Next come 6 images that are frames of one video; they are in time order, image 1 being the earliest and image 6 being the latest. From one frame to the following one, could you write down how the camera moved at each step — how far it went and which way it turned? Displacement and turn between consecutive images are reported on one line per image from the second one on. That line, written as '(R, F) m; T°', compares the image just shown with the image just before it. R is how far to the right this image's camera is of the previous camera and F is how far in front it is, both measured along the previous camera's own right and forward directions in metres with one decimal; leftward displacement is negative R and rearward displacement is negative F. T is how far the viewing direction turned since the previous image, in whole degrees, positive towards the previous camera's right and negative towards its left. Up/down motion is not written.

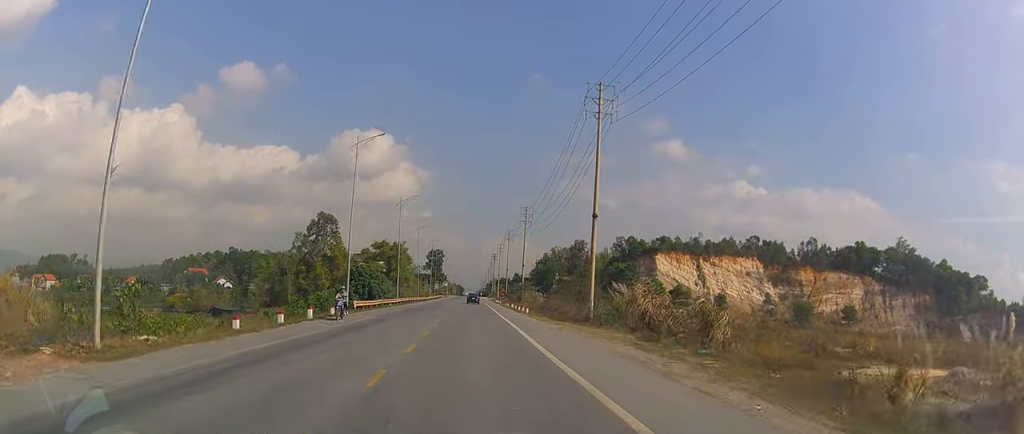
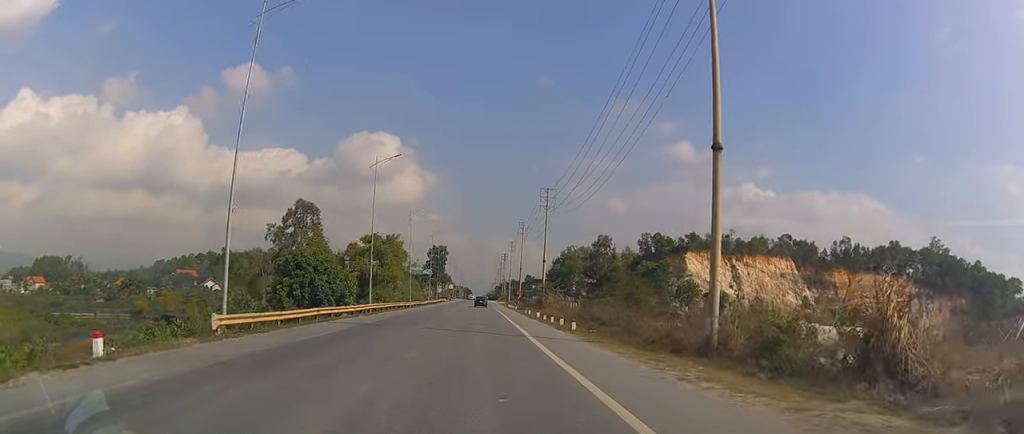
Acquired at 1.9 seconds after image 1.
(+0.1, +23.5) m; 0°
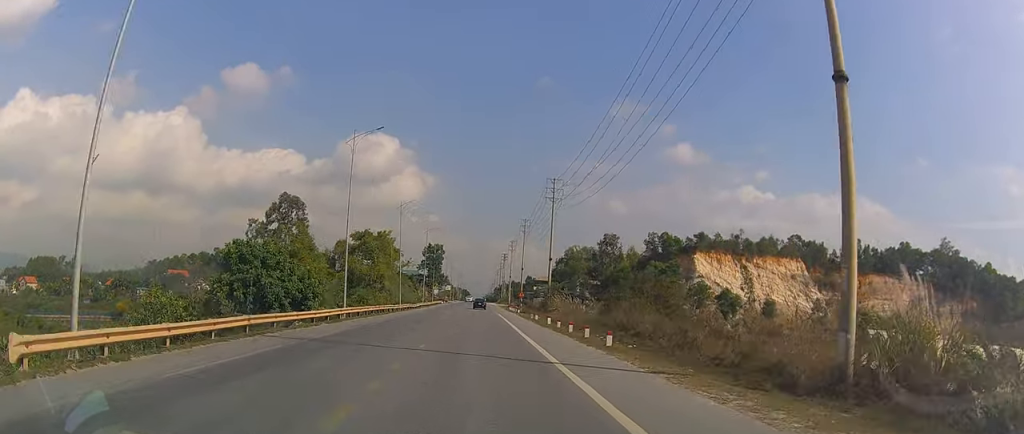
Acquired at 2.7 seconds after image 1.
(+0.2, +9.4) m; 0°
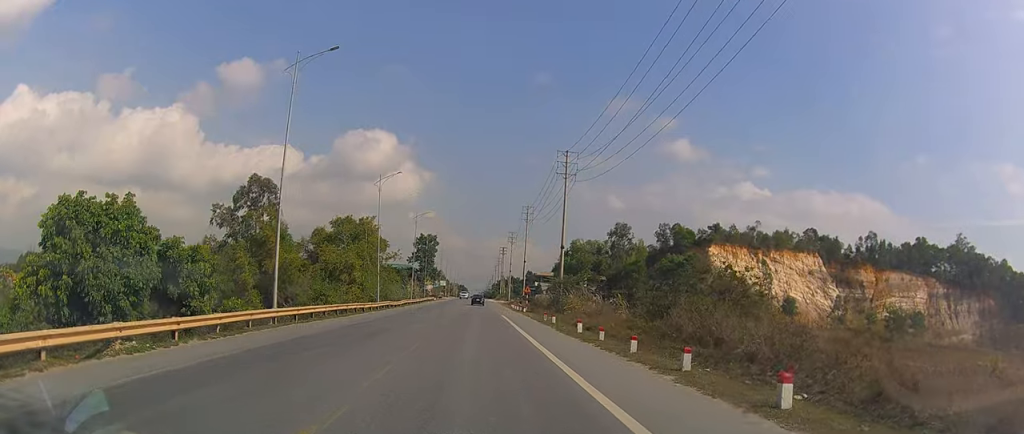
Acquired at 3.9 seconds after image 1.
(-0.5, +14.5) m; -2°
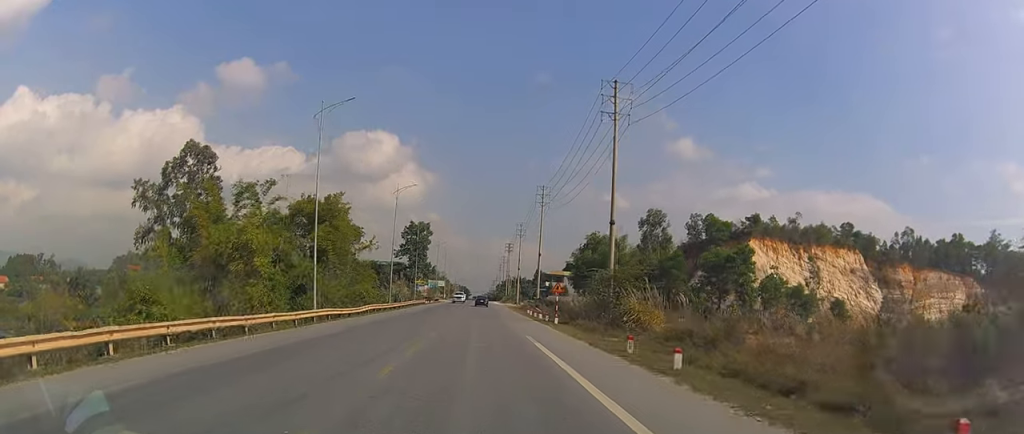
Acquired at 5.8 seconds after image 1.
(+0.4, +24.6) m; +3°
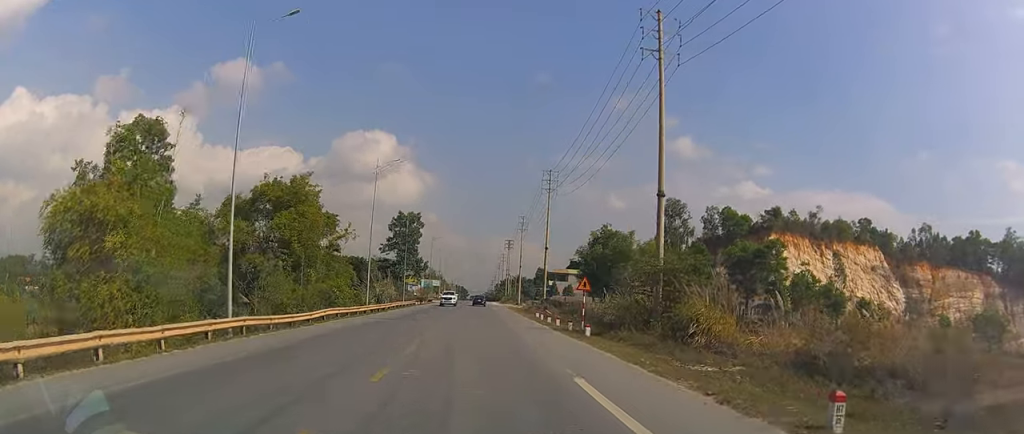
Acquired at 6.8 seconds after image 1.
(+0.2, +12.4) m; -1°
